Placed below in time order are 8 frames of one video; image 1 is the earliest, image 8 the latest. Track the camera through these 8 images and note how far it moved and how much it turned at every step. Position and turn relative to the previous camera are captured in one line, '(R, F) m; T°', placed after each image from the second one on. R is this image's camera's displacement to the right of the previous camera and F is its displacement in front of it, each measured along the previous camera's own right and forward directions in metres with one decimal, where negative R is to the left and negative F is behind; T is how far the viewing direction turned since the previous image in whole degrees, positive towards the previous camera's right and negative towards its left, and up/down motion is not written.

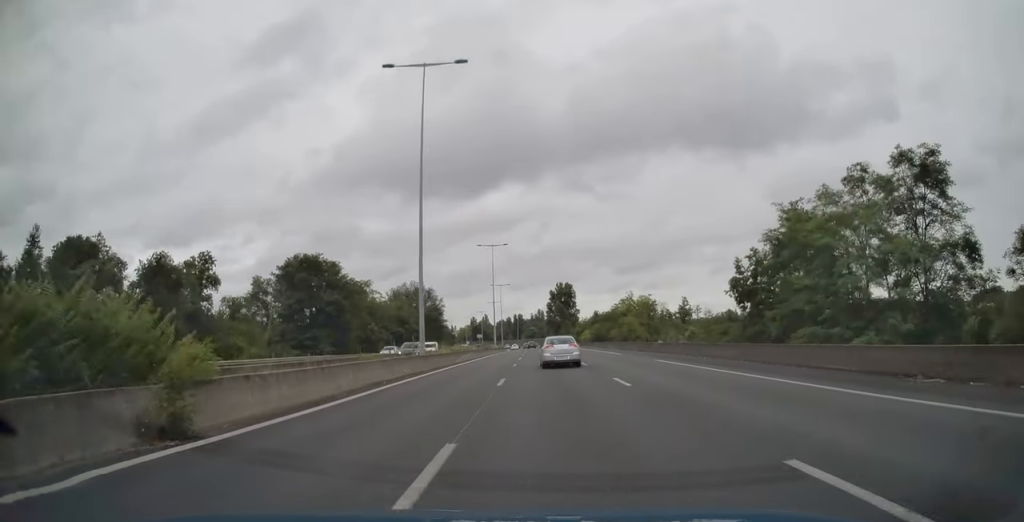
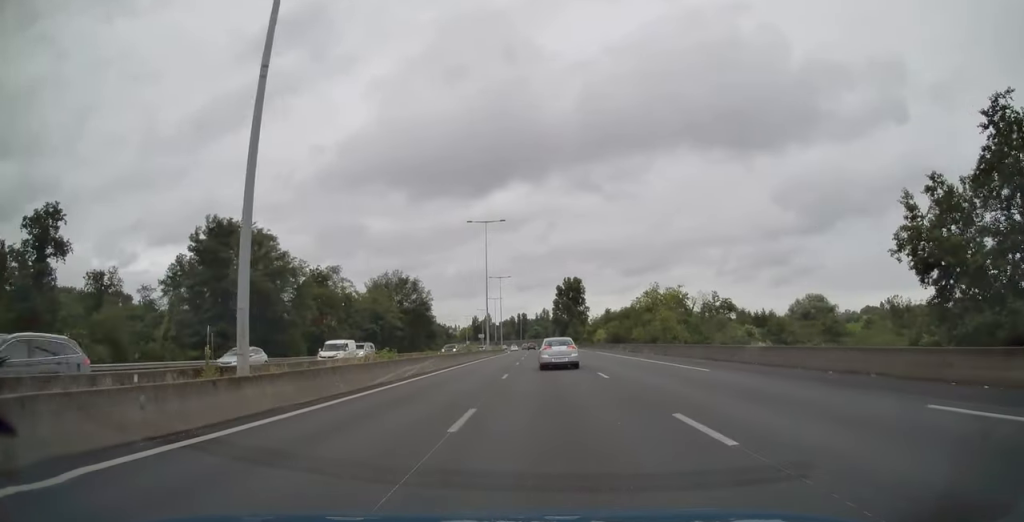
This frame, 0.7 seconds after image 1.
(0.0, +22.3) m; 0°
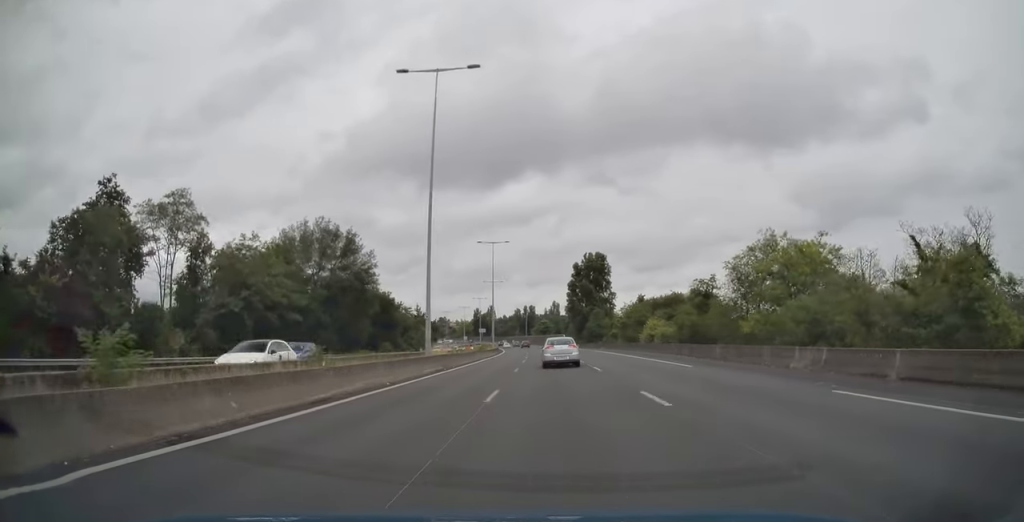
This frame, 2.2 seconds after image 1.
(-0.2, +48.4) m; -1°
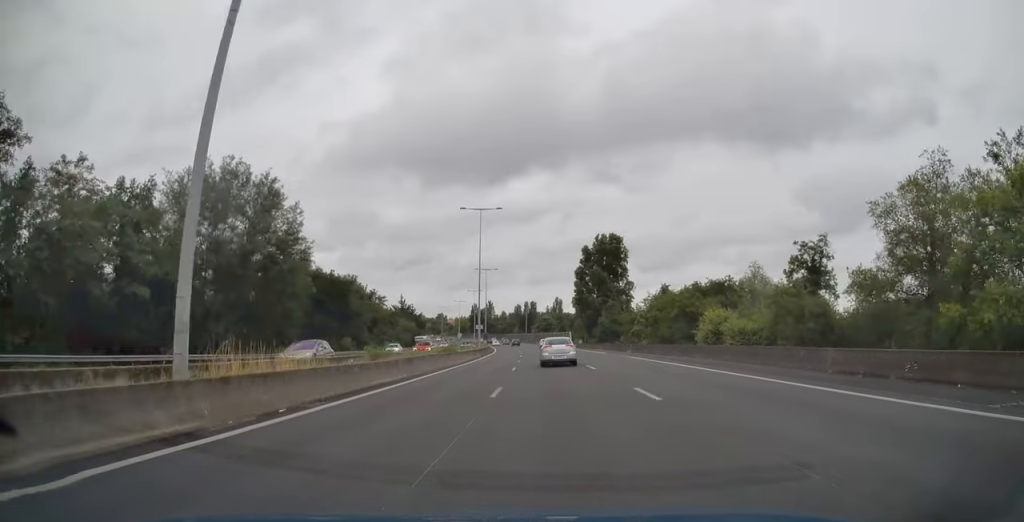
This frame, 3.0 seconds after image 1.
(0.0, +25.2) m; -1°
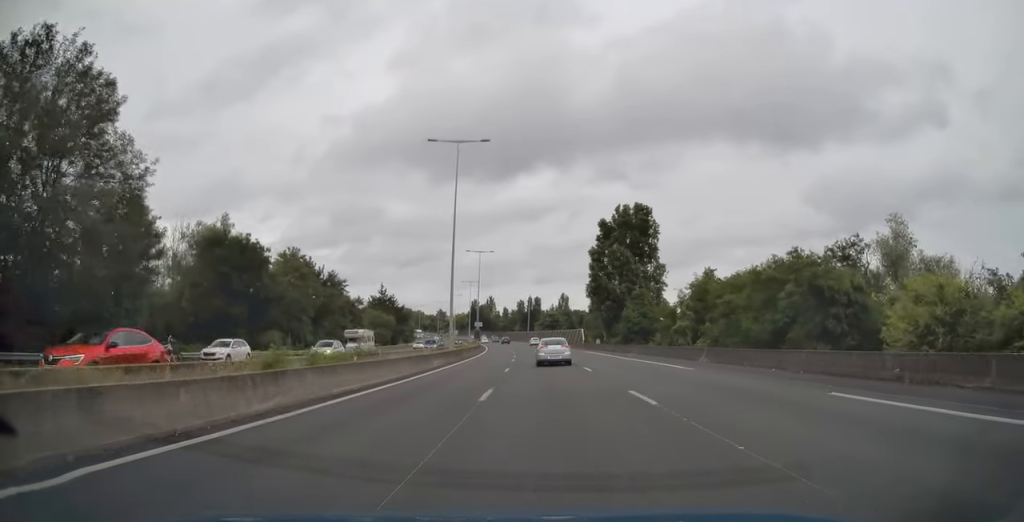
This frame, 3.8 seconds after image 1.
(-0.4, +26.8) m; -1°
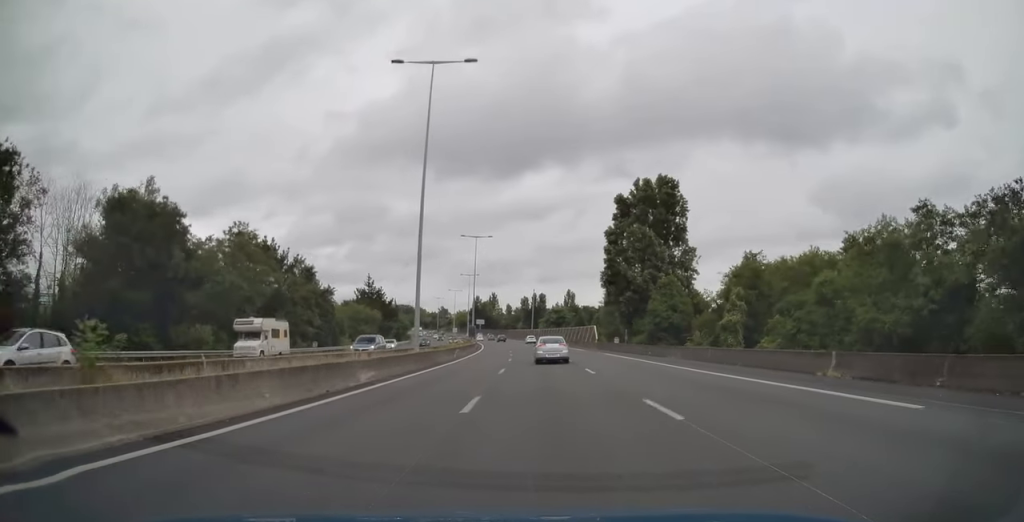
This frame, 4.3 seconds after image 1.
(0.0, +15.6) m; 0°
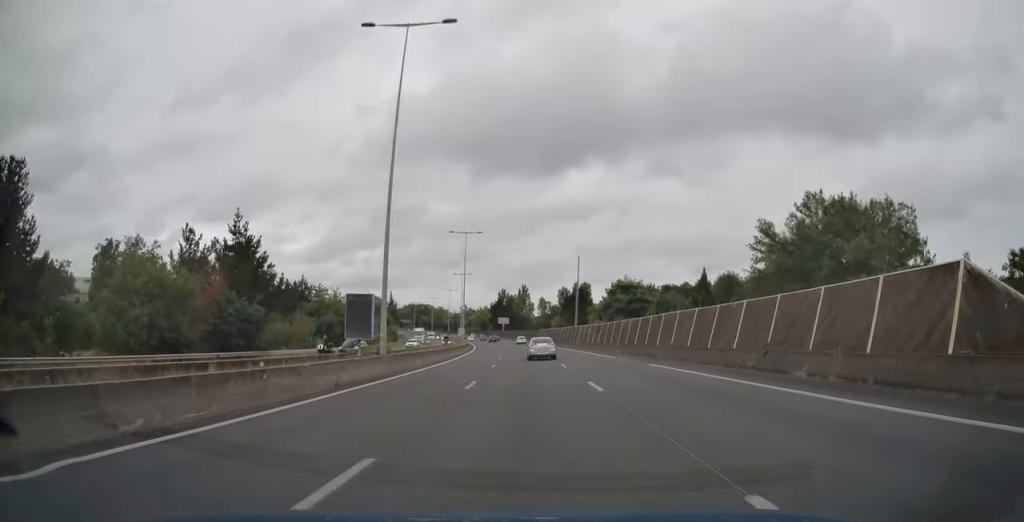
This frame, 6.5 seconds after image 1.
(-0.8, +73.0) m; -2°
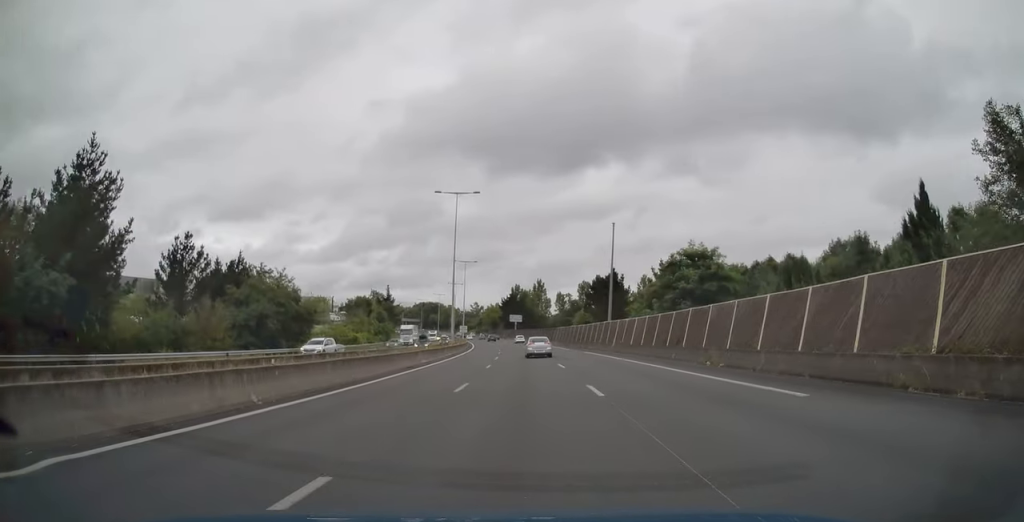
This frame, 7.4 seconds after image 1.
(-0.2, +27.3) m; -1°
